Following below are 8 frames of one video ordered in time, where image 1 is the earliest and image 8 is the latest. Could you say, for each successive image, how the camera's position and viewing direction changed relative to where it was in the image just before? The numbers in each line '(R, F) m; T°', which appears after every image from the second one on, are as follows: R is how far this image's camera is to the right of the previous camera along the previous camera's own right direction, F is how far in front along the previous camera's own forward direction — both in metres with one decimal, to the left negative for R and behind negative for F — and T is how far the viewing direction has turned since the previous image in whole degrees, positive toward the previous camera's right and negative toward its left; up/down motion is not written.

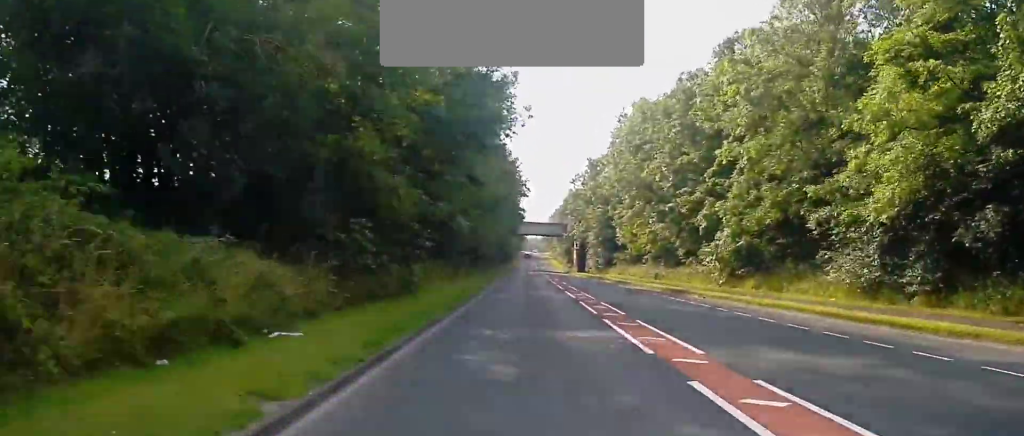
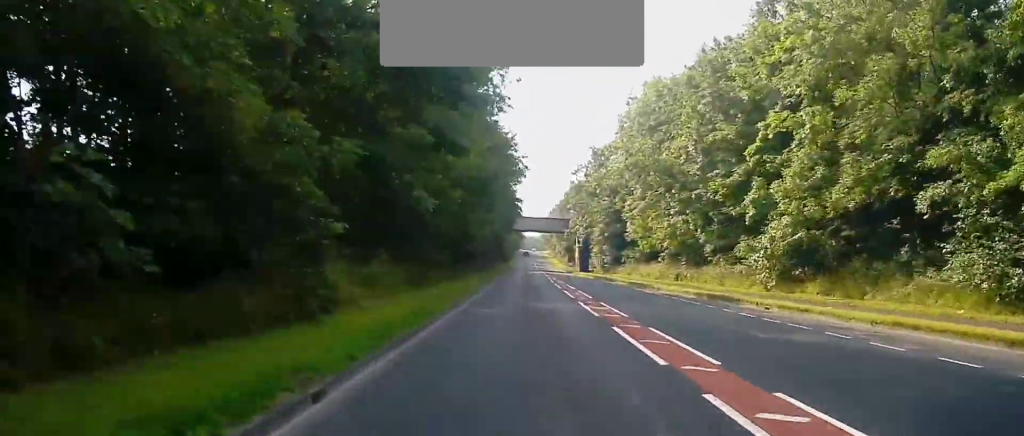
(0.0, +9.8) m; 0°
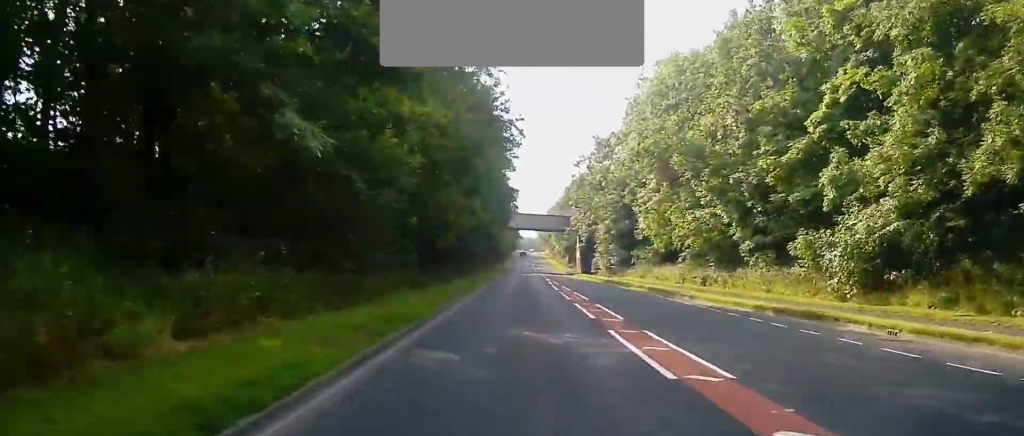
(0.0, +9.1) m; 0°
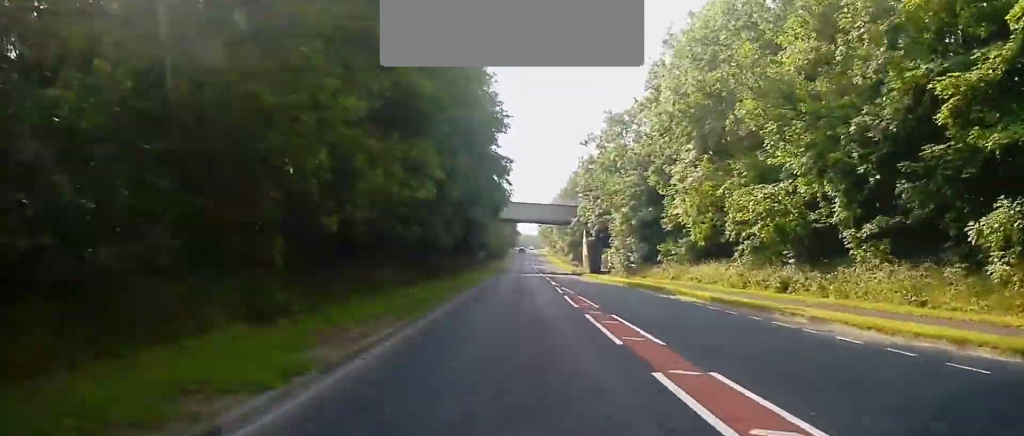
(+0.1, +14.4) m; -1°
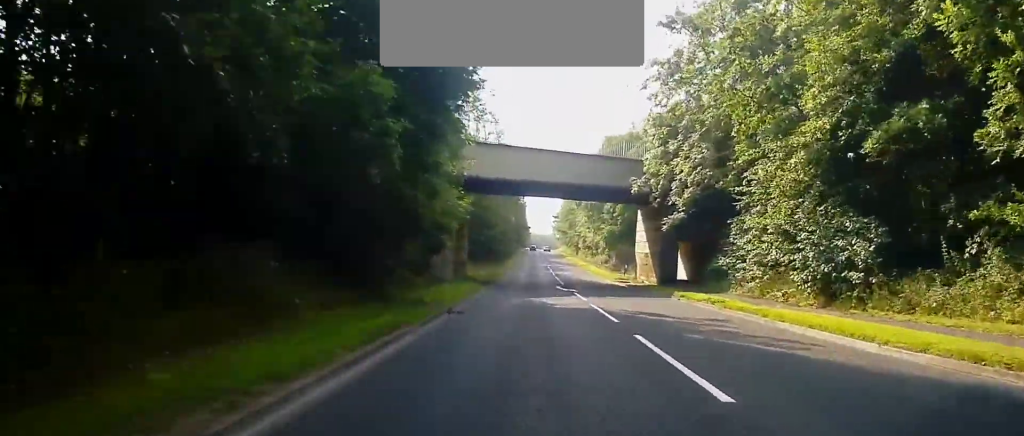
(-0.7, +39.3) m; -2°
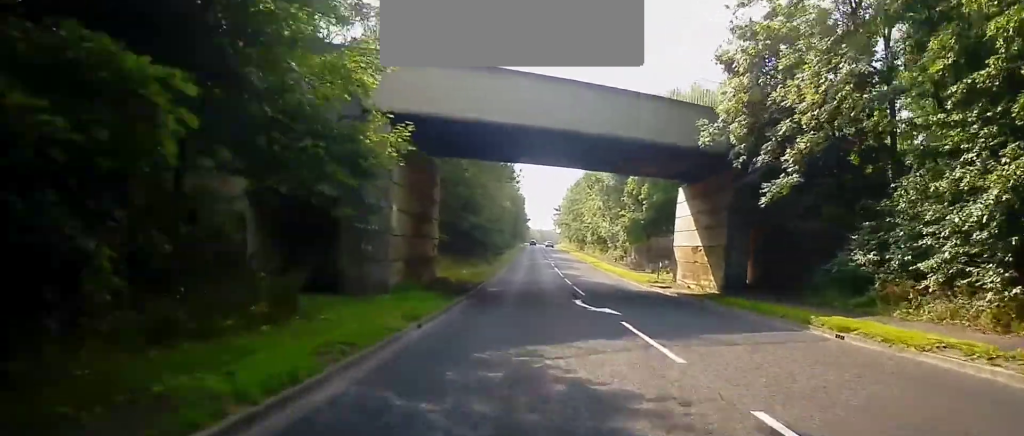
(0.0, +15.3) m; 0°
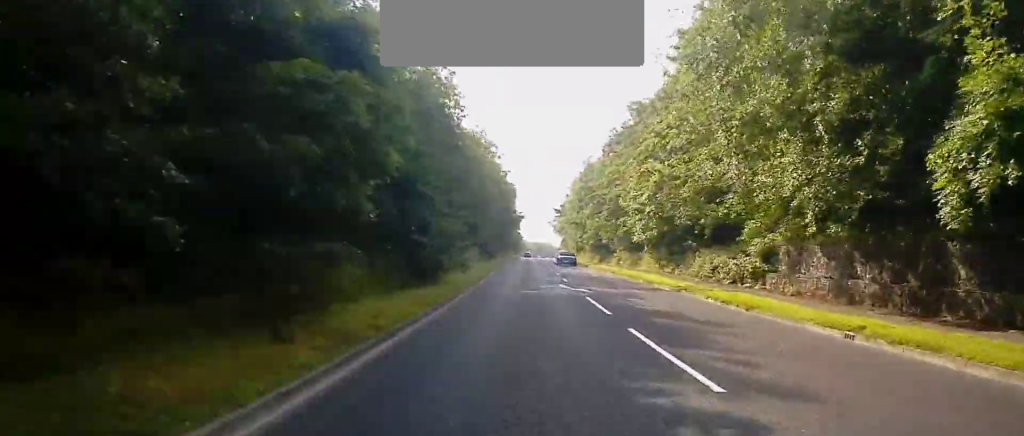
(+0.3, +46.4) m; +1°
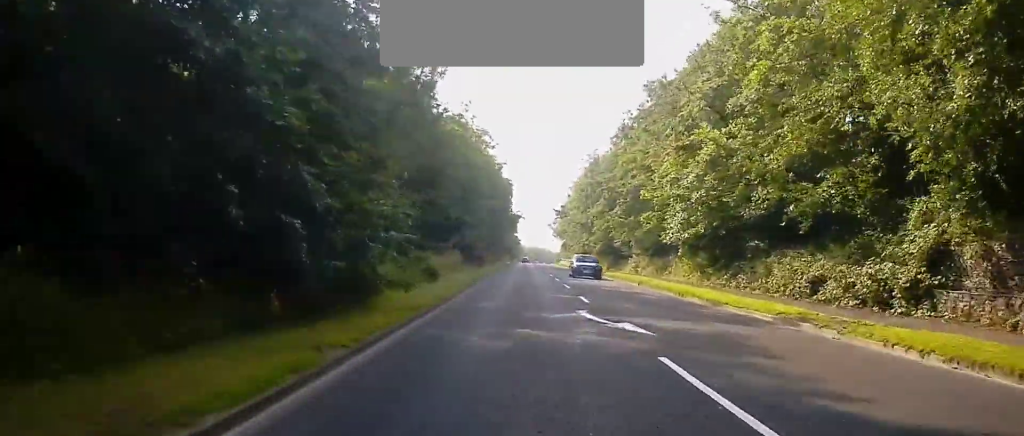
(-0.1, +12.7) m; 0°
